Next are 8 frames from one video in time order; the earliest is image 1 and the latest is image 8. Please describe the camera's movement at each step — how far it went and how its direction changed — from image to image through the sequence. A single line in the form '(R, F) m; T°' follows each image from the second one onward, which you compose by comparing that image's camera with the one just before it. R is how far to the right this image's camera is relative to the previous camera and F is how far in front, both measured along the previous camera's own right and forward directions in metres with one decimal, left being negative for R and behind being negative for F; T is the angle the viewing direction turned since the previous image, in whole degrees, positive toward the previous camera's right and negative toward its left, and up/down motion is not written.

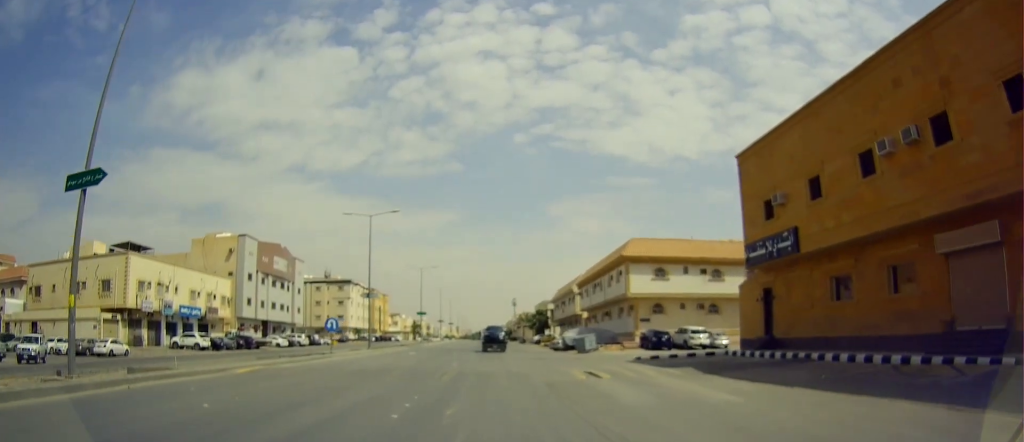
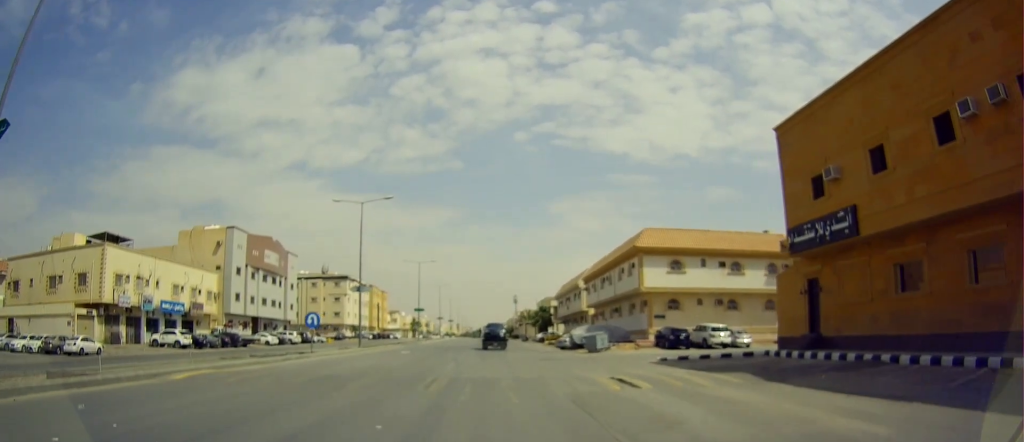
(-0.1, +5.0) m; -1°
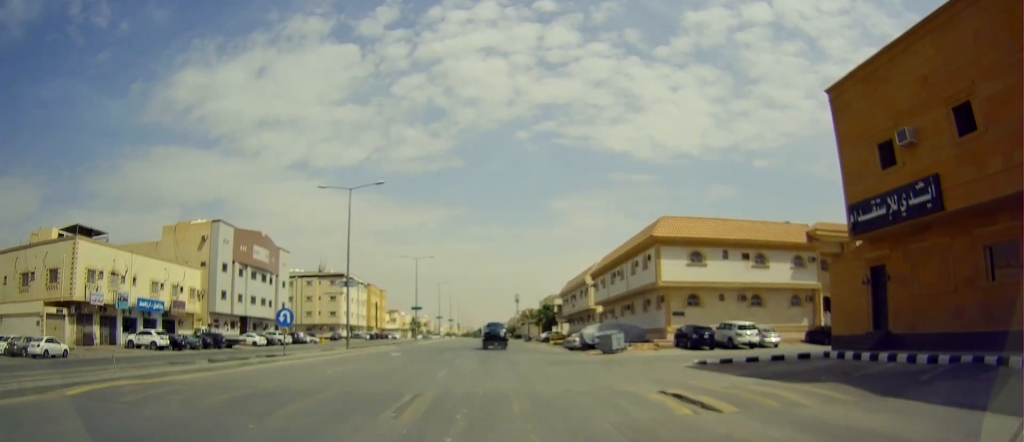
(-0.2, +6.2) m; -2°
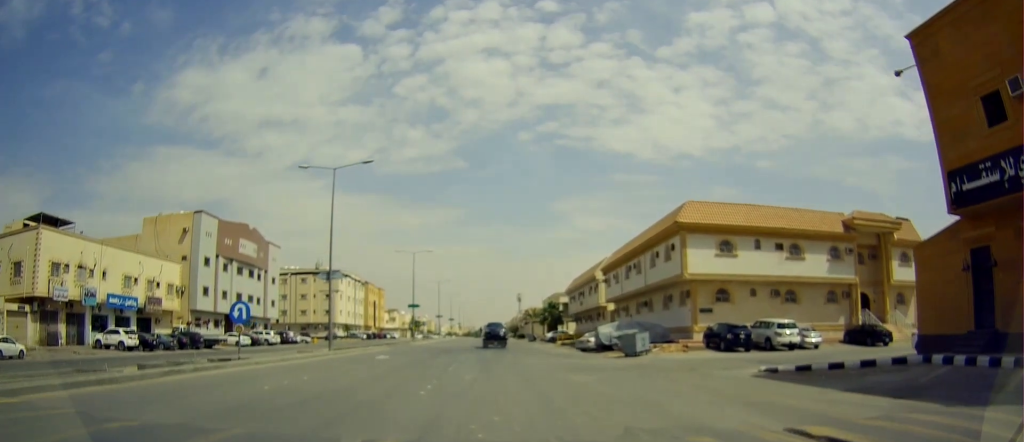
(0.0, +9.4) m; +1°
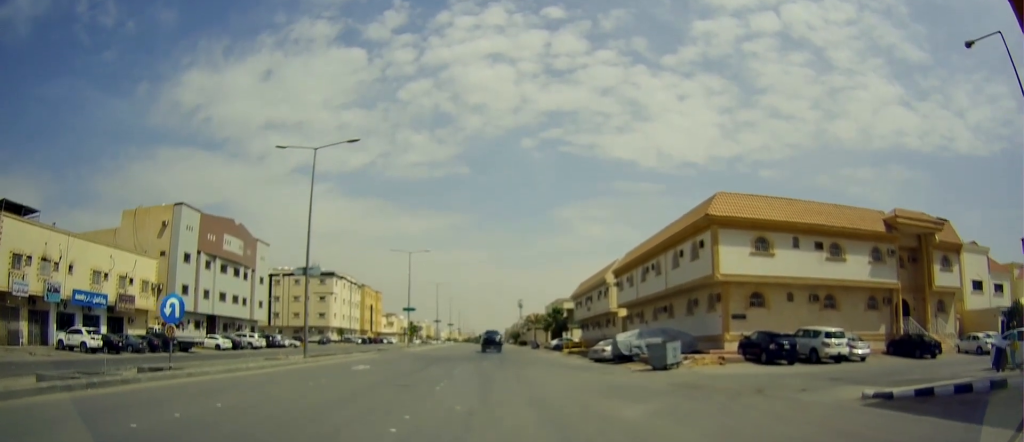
(+0.3, +10.8) m; +2°
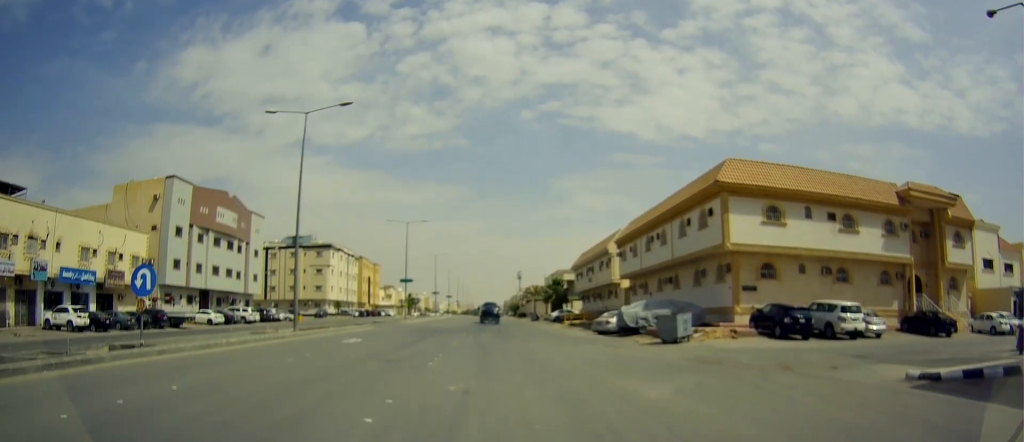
(0.0, +1.7) m; +2°
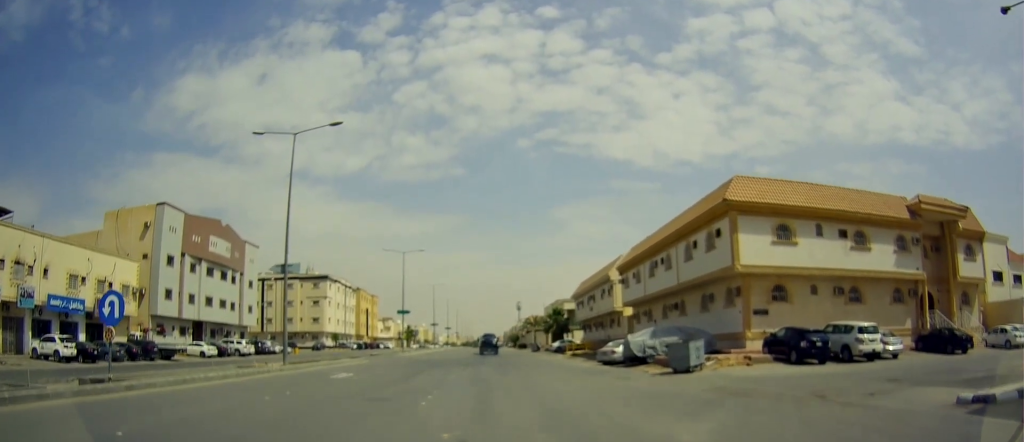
(0.0, +1.4) m; +1°
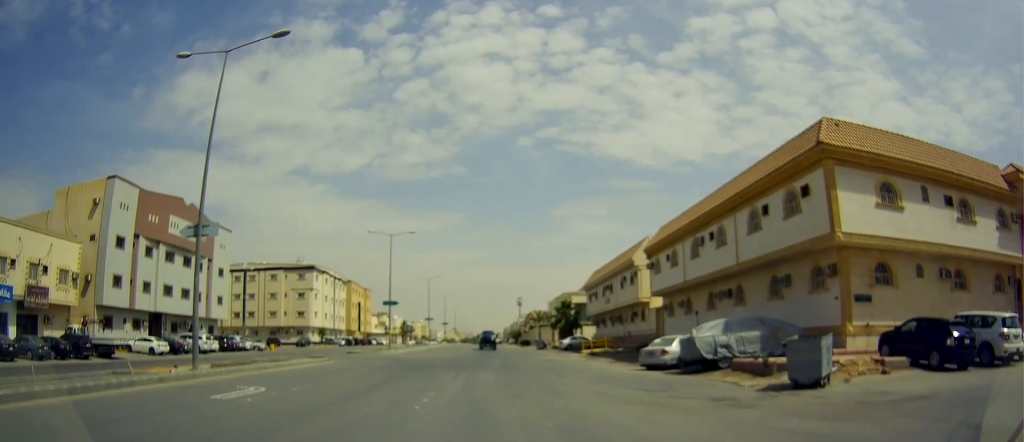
(-0.1, +6.8) m; -3°
